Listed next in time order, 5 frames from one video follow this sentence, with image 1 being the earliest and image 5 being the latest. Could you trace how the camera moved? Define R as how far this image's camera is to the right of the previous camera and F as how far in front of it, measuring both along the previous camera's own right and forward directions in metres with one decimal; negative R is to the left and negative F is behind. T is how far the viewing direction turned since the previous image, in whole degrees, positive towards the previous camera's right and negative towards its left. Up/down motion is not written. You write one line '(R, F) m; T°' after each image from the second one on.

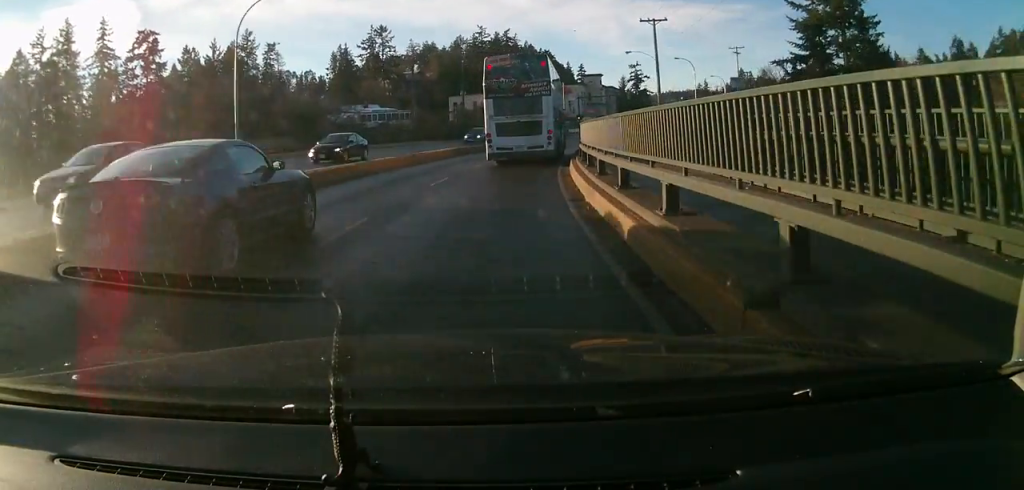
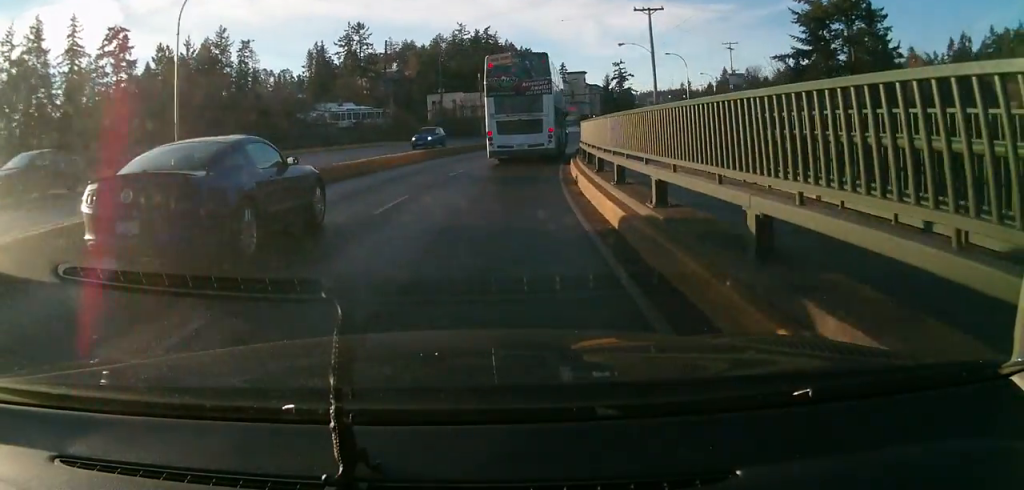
(0.0, +5.5) m; 0°
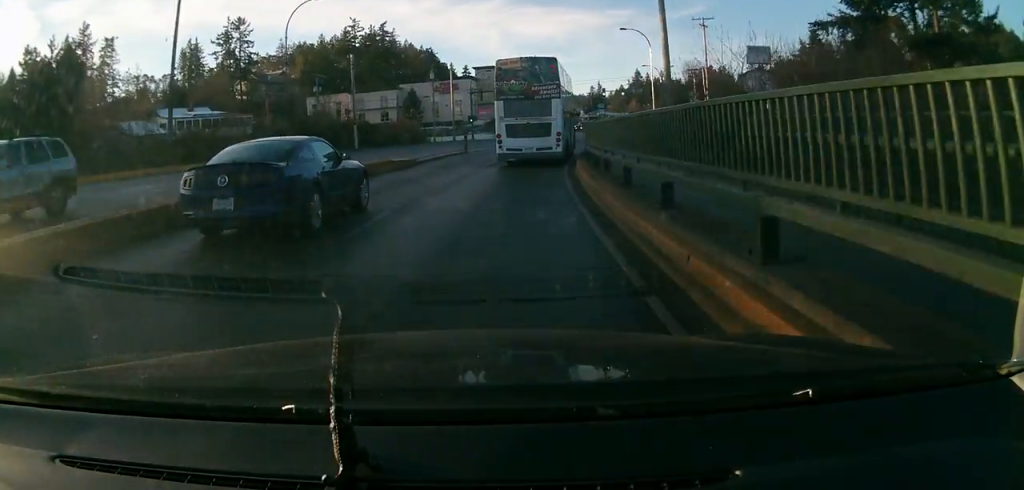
(+0.8, +26.9) m; +6°
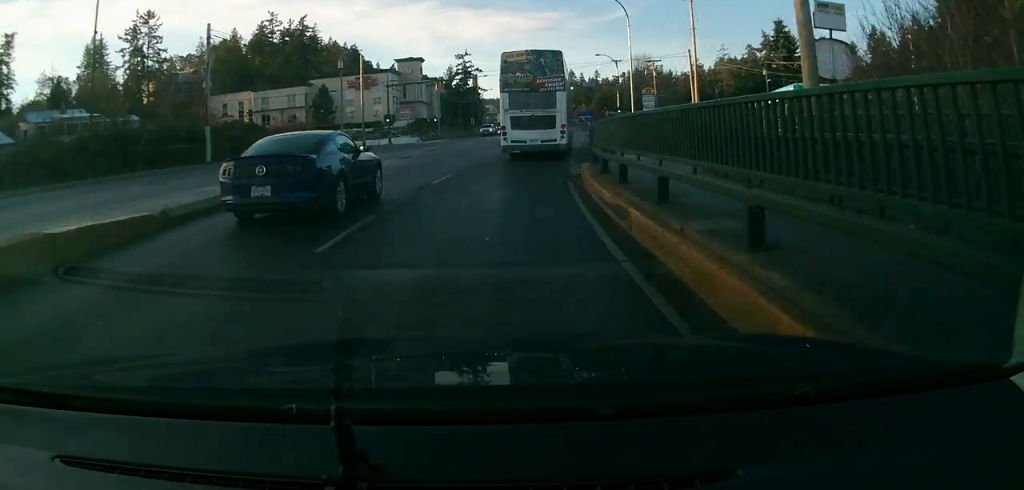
(+1.3, +17.8) m; +8°
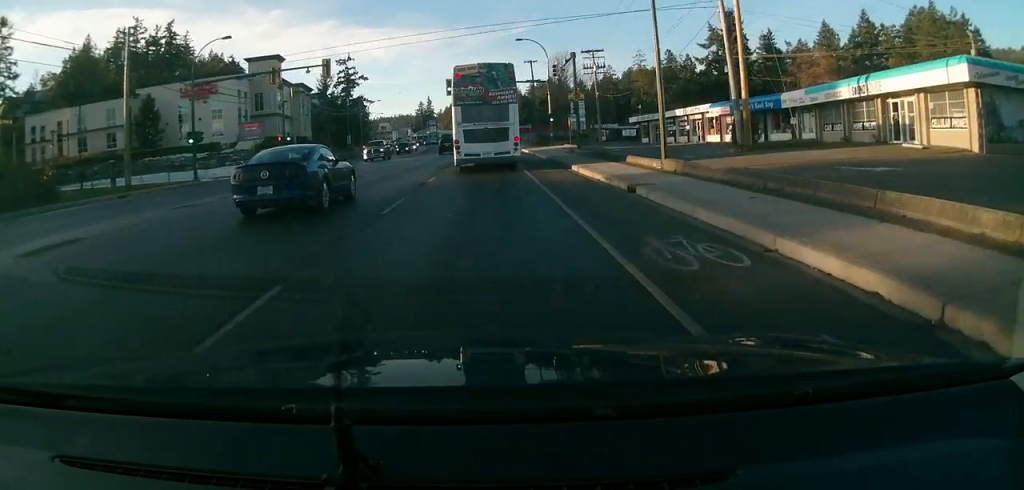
(+2.5, +28.3) m; +10°
